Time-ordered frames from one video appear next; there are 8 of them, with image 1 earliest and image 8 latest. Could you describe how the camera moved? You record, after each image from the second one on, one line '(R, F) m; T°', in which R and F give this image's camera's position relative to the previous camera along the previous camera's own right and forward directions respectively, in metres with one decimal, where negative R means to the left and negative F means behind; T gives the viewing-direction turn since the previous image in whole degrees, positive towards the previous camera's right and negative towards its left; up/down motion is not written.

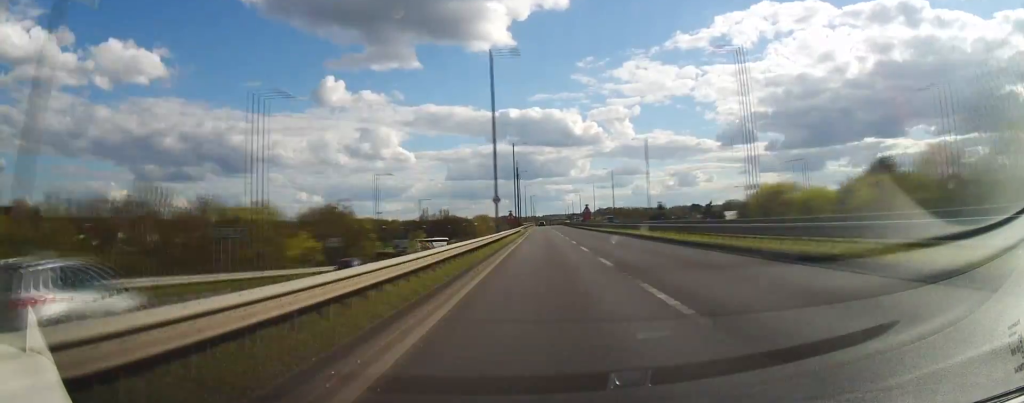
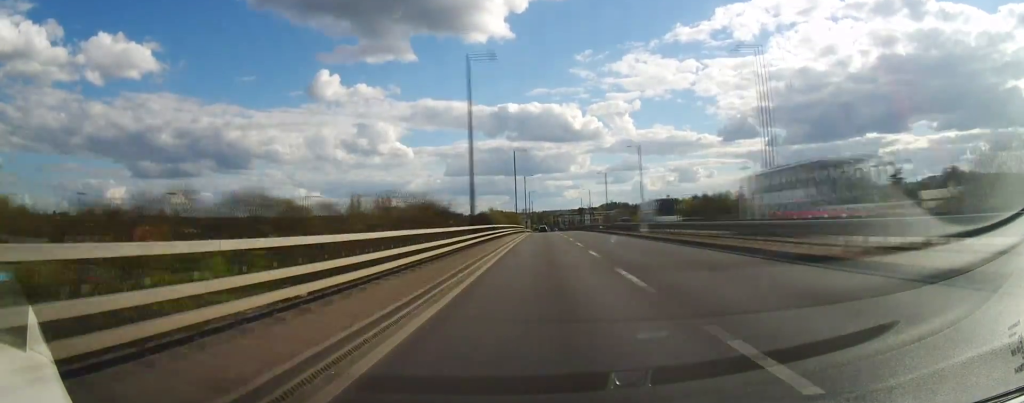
(+0.1, +165.6) m; 0°
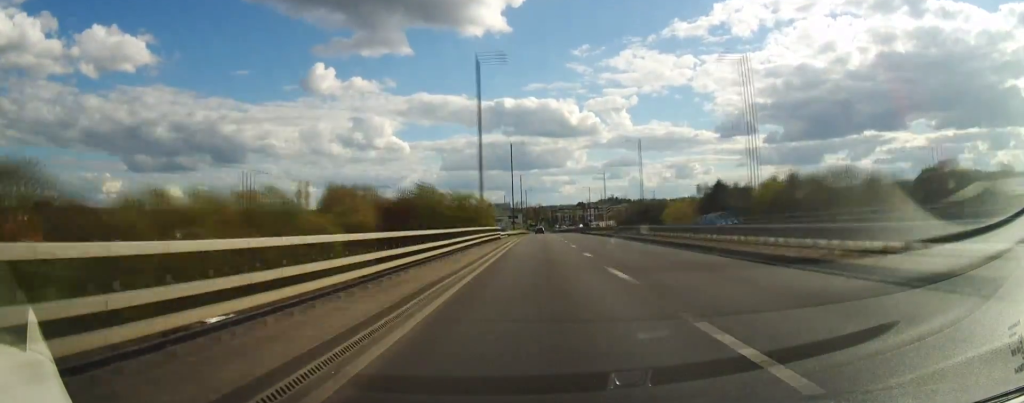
(-0.1, +57.9) m; 0°
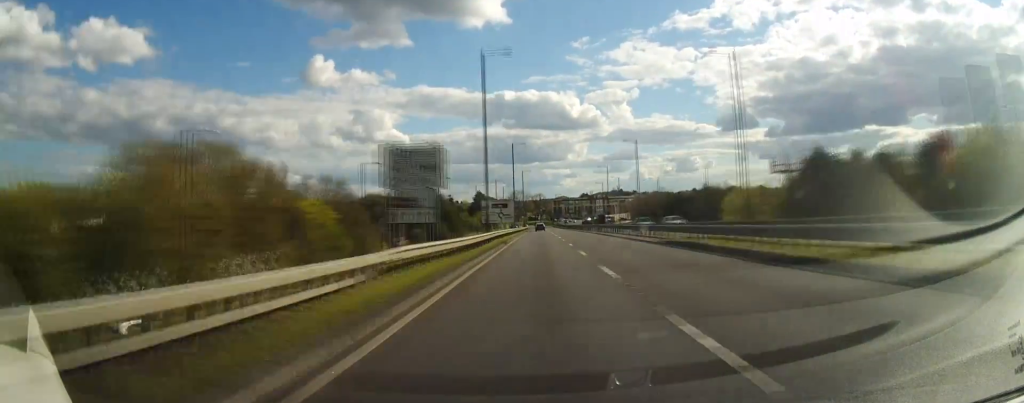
(+0.1, +48.1) m; 0°
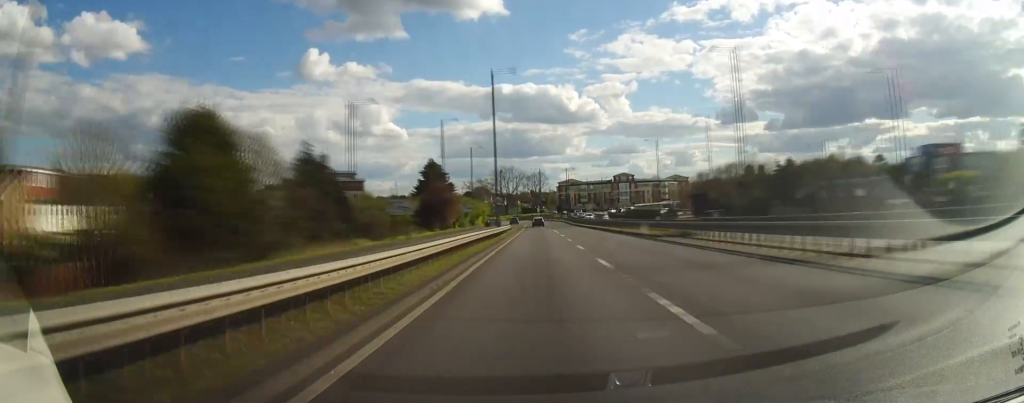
(-0.2, +93.6) m; 0°
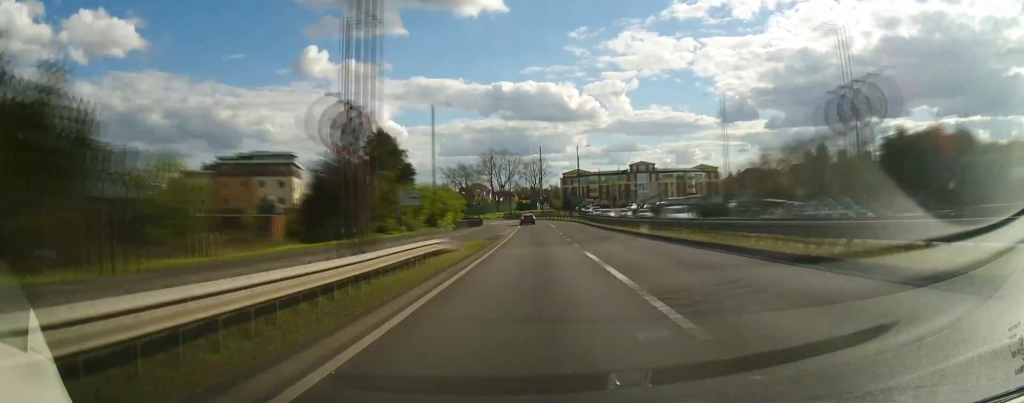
(-0.2, +41.1) m; 0°
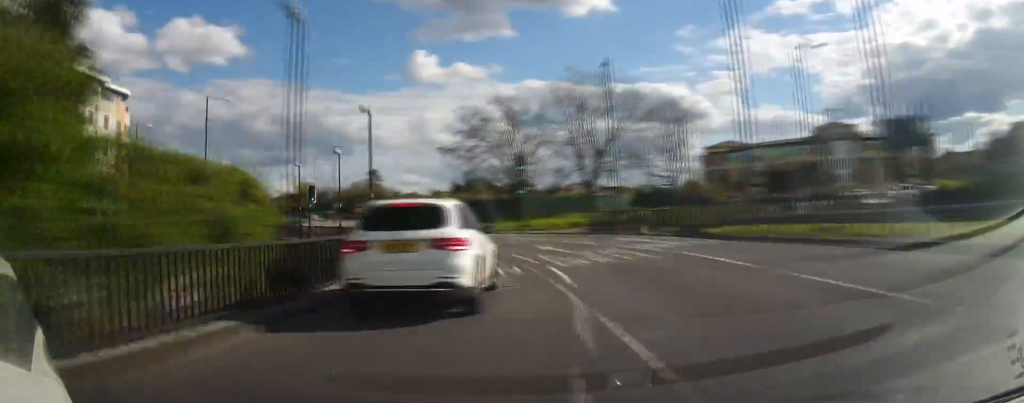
(-3.7, +93.5) m; -13°
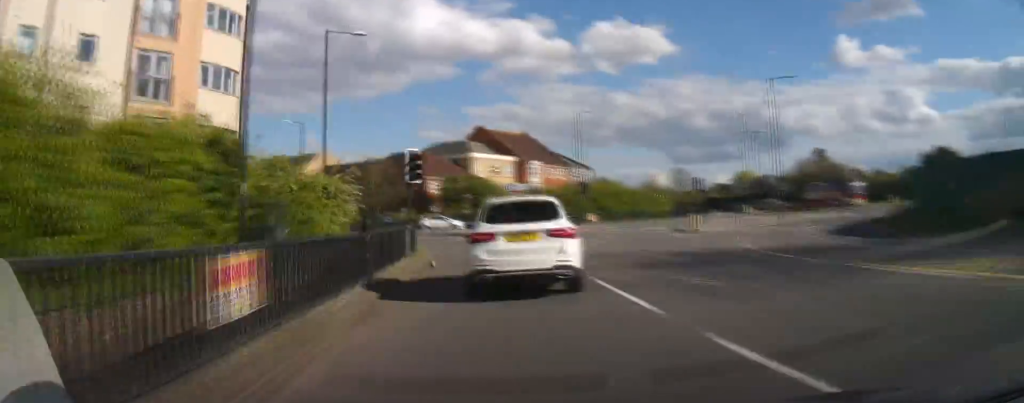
(-12.6, +53.0) m; -38°
